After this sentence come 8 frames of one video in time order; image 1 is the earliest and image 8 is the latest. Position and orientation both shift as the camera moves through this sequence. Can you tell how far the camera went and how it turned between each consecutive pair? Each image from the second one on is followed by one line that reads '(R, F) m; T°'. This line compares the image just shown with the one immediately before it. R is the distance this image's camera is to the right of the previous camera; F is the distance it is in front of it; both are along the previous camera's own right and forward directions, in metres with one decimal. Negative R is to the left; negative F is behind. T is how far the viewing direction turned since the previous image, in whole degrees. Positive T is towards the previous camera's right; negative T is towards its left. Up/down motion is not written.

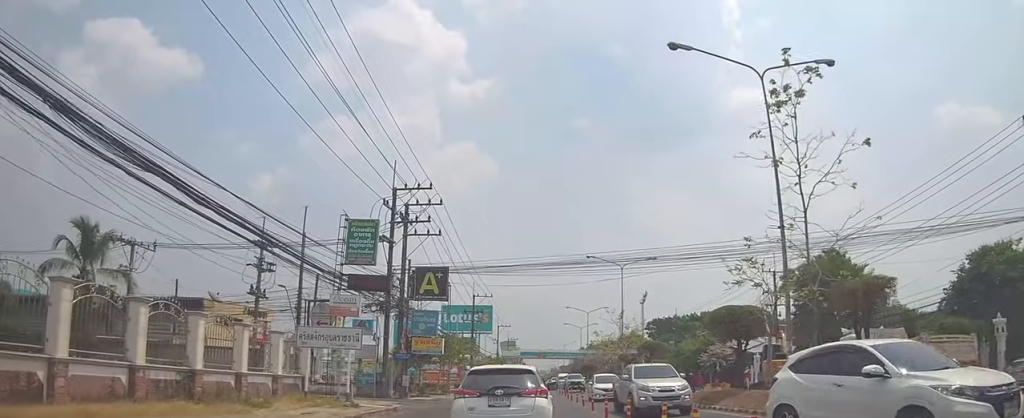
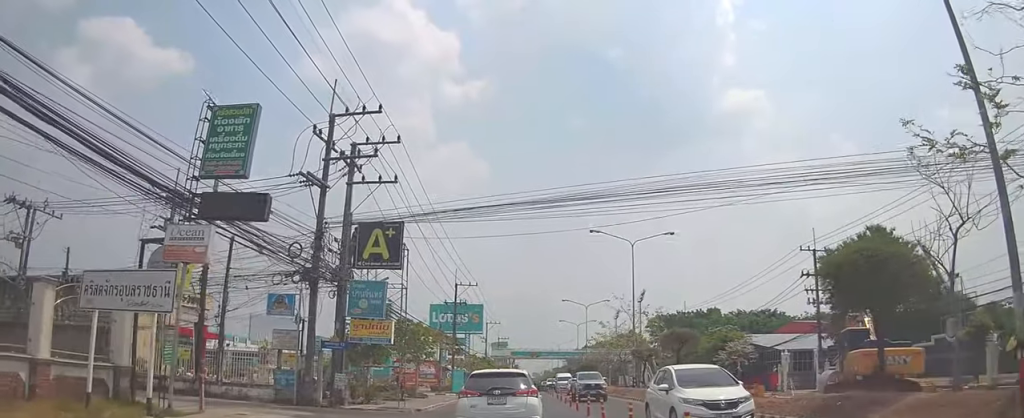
(-0.4, +9.9) m; 0°
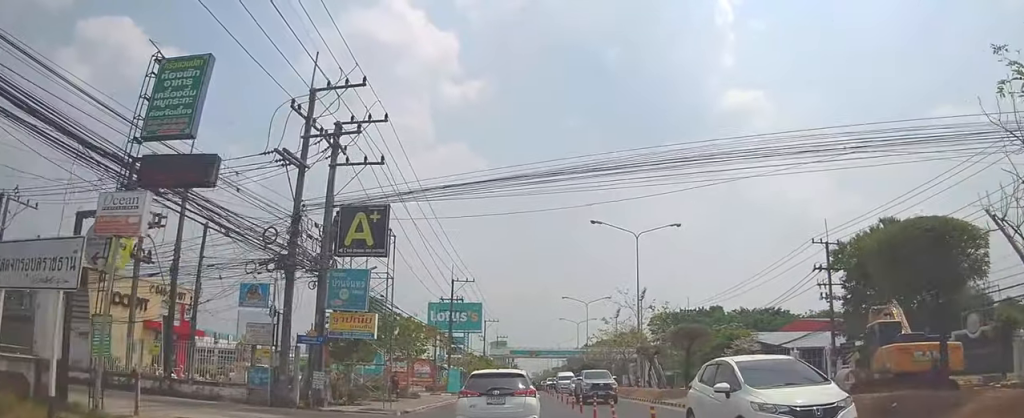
(0.0, +2.2) m; +1°
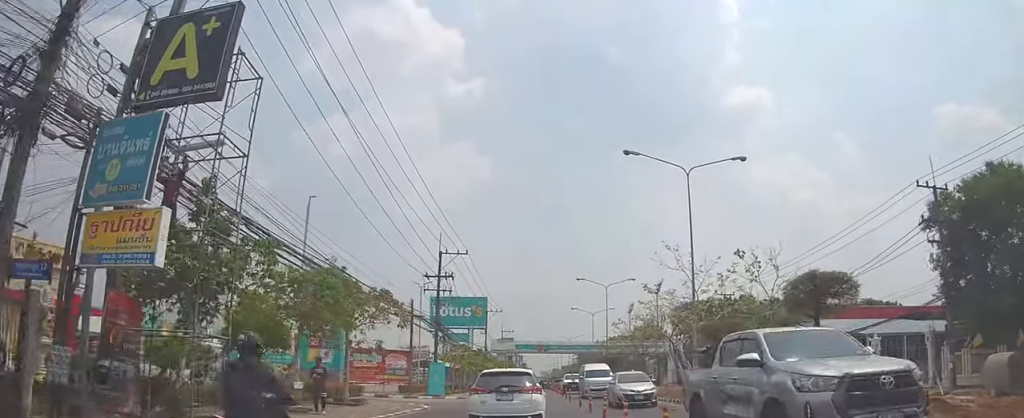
(+0.2, +12.0) m; +2°
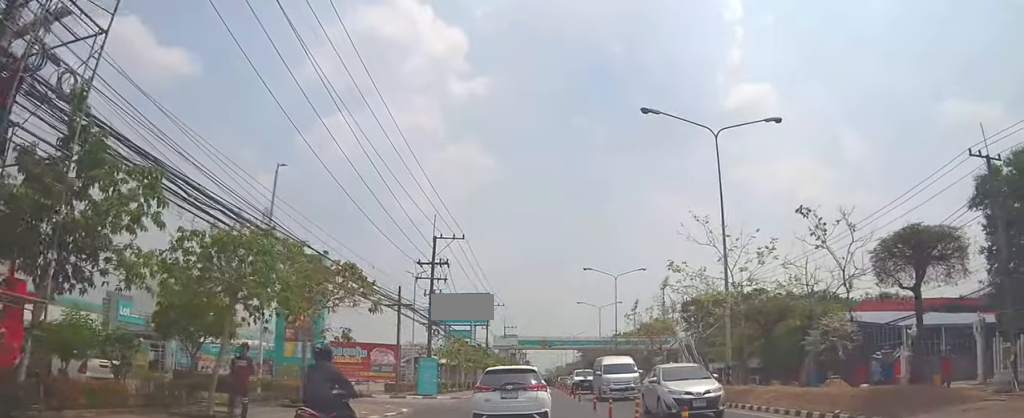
(0.0, +4.5) m; +1°
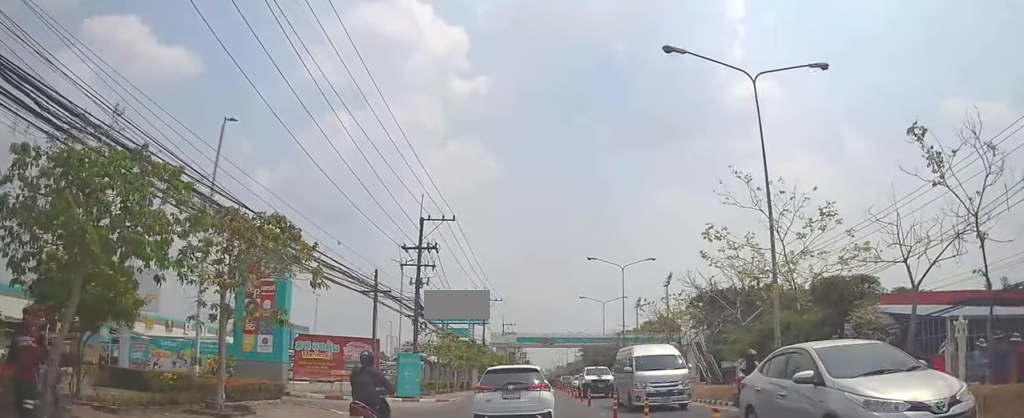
(0.0, +5.2) m; +1°
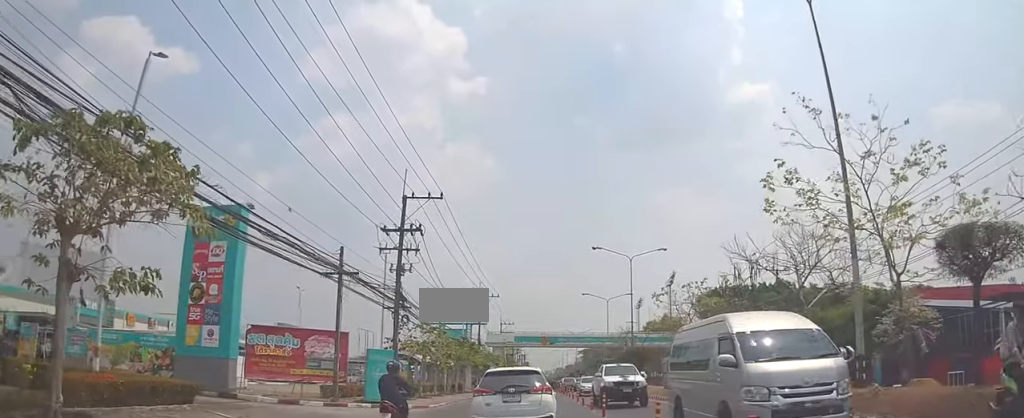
(0.0, +5.6) m; 0°
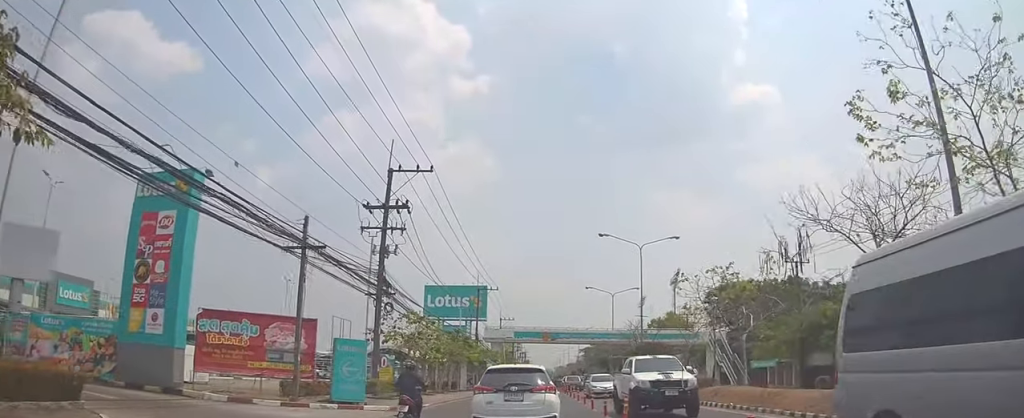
(0.0, +4.4) m; -1°
